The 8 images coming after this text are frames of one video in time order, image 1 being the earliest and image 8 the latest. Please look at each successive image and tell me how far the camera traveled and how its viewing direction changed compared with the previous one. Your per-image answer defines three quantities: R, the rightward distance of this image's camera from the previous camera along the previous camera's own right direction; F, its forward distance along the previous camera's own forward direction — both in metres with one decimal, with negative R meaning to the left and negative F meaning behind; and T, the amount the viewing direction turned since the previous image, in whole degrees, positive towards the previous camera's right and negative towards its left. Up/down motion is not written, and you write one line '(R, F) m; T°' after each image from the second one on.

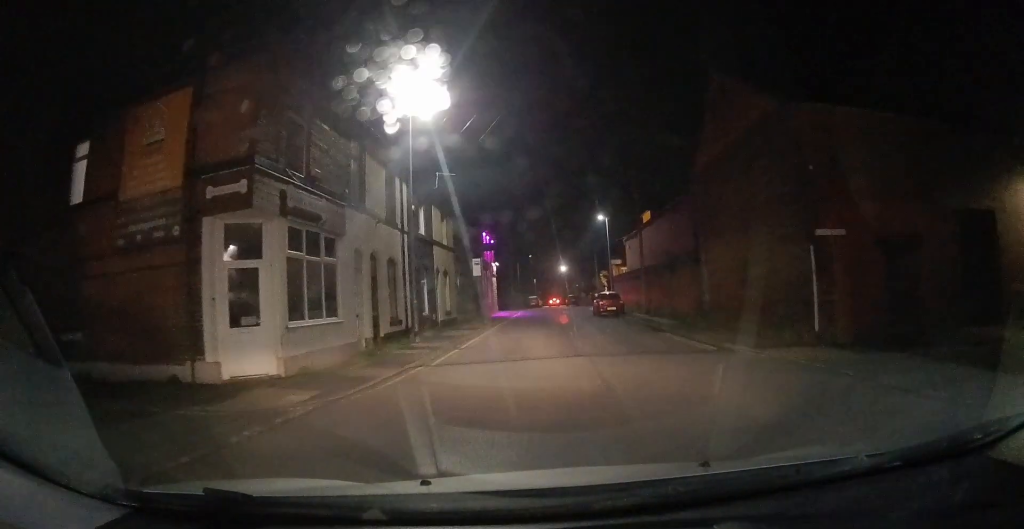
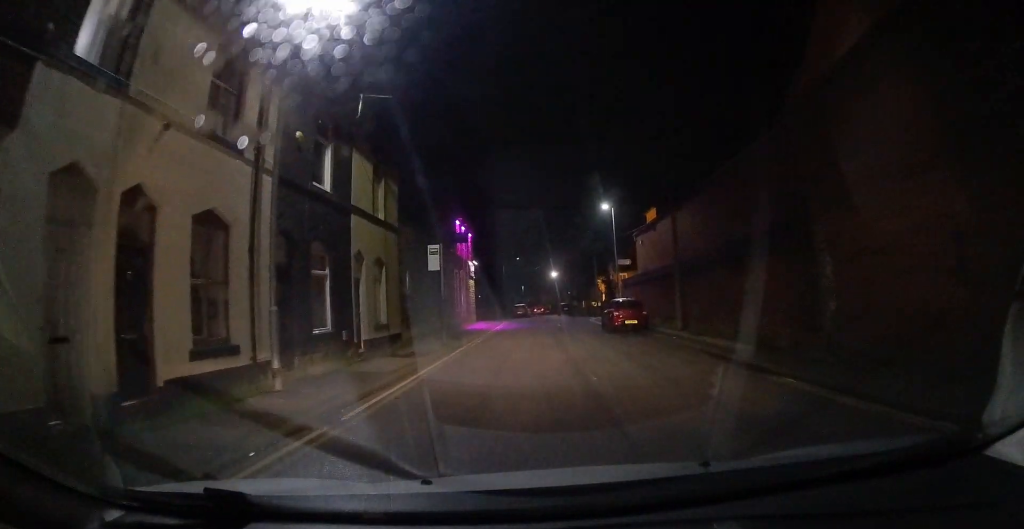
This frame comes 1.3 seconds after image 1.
(0.0, +9.7) m; 0°
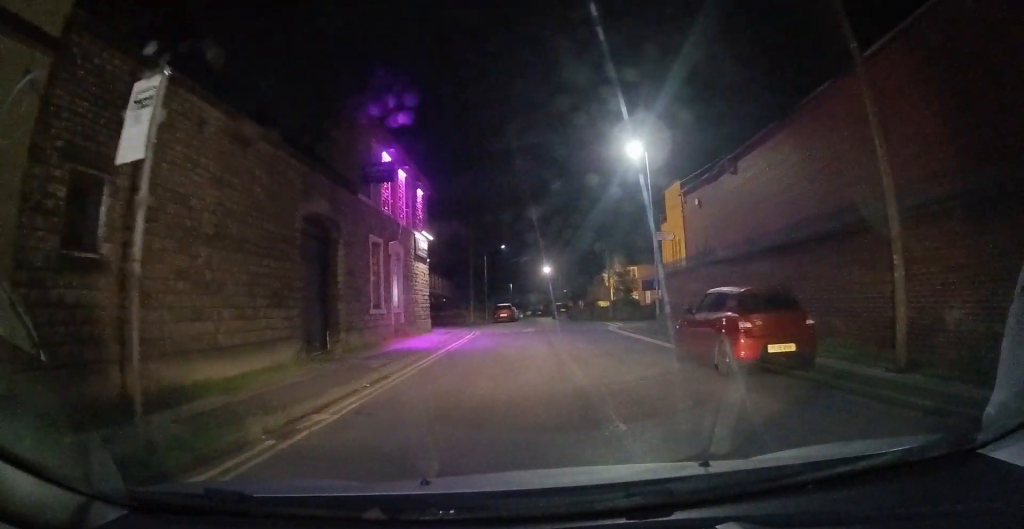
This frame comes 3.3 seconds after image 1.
(+0.4, +14.6) m; +2°
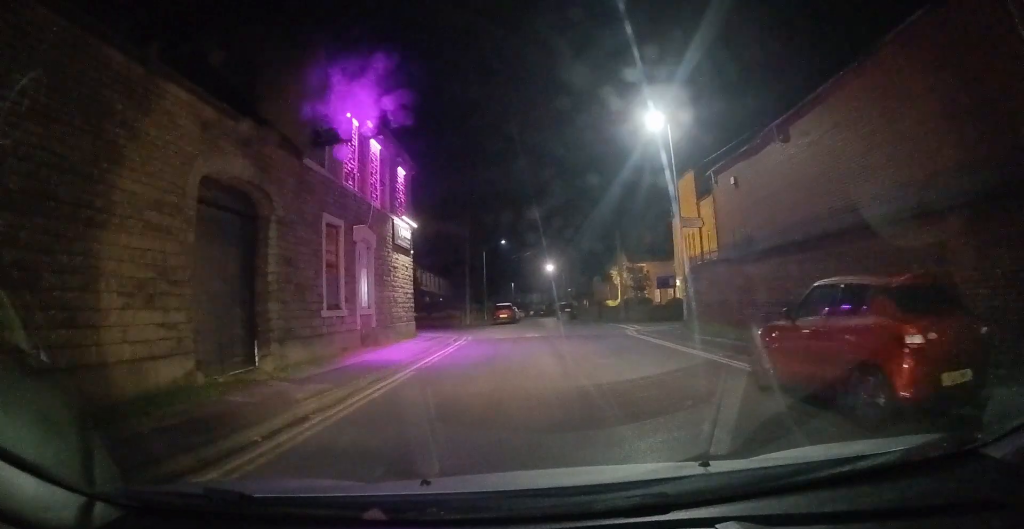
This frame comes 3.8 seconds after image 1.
(0.0, +4.2) m; 0°
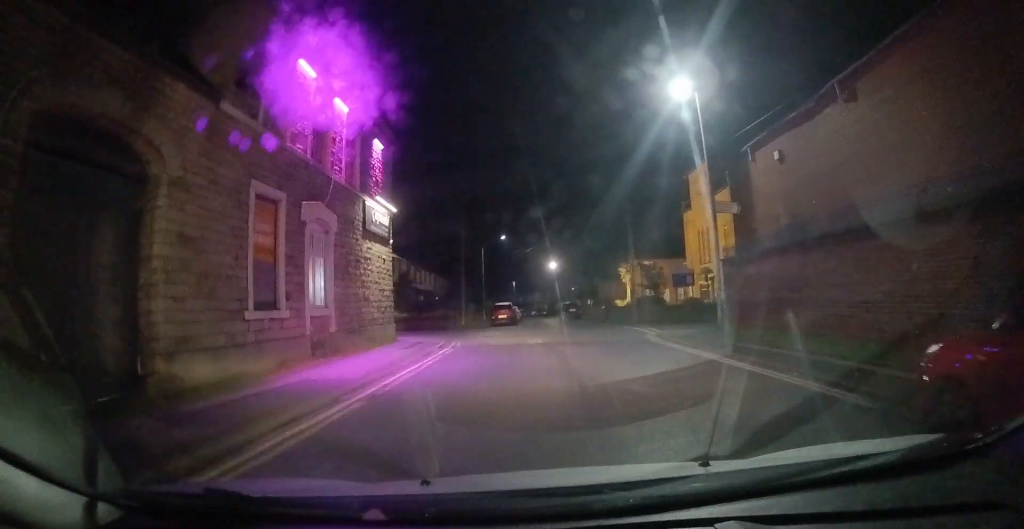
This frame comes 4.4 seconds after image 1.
(-0.1, +4.0) m; 0°
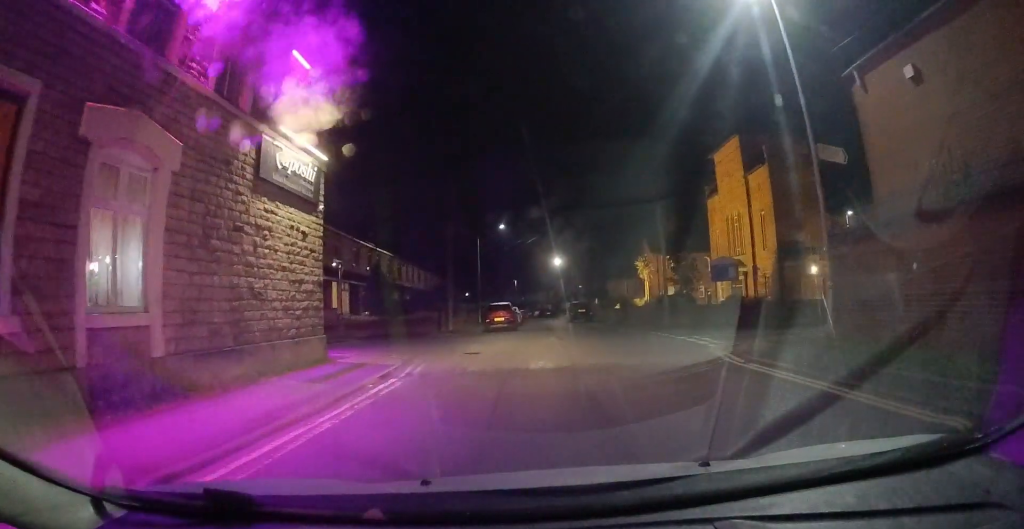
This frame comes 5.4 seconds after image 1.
(+0.2, +7.3) m; +2°
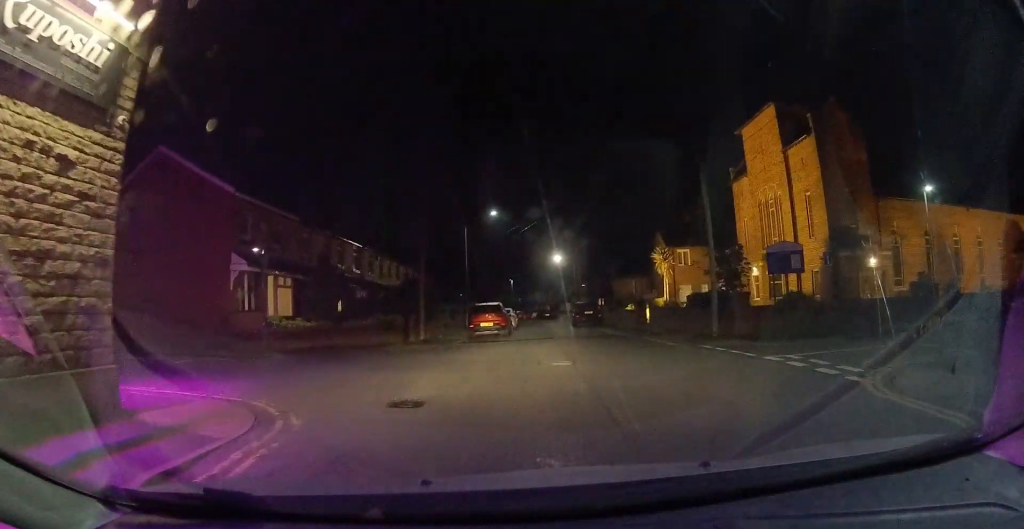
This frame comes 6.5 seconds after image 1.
(0.0, +7.3) m; -2°
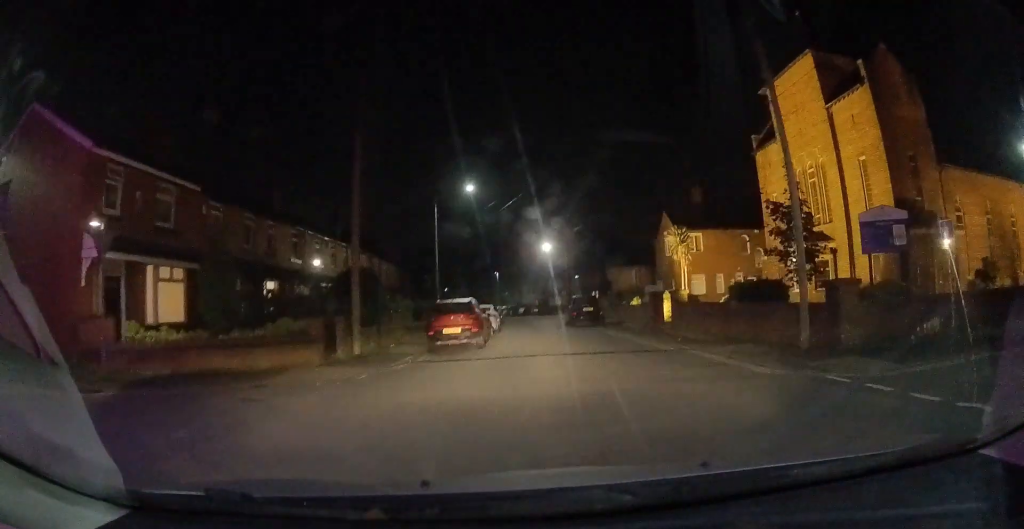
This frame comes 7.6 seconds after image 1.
(-0.2, +7.3) m; 0°
